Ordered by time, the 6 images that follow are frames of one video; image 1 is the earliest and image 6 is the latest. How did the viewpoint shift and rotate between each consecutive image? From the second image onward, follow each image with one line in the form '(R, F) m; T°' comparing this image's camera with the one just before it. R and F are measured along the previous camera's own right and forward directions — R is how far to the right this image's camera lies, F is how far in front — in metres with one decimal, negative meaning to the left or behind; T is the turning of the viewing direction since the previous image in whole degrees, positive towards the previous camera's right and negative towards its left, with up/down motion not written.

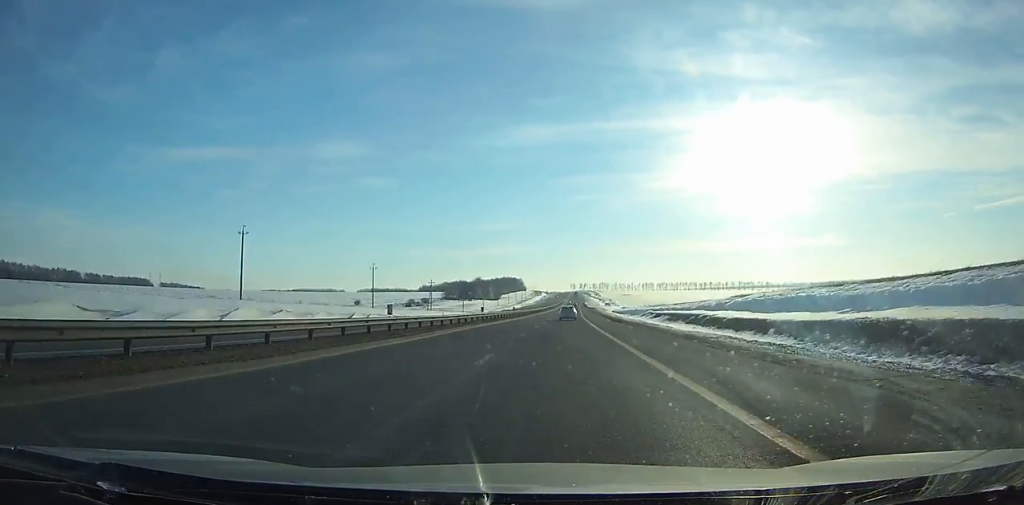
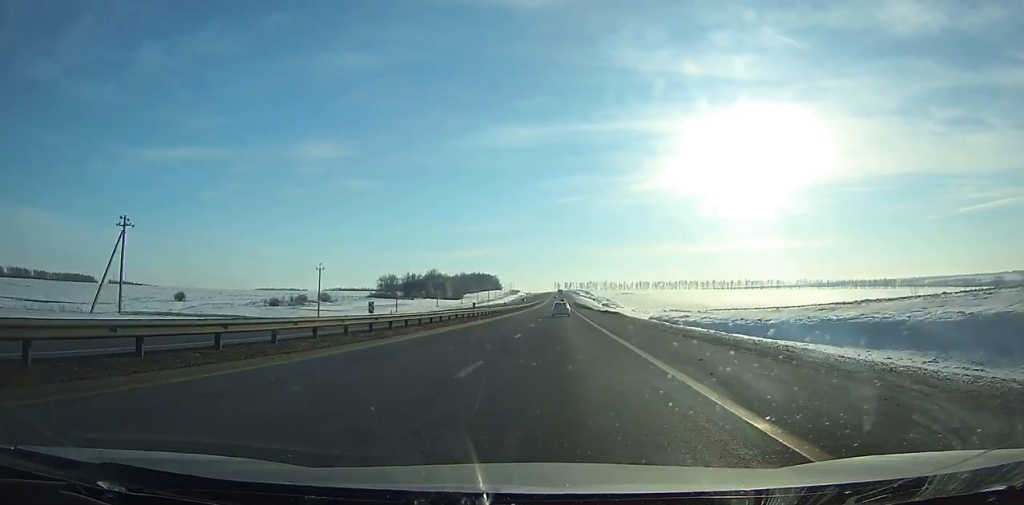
(+2.0, +121.6) m; +1°
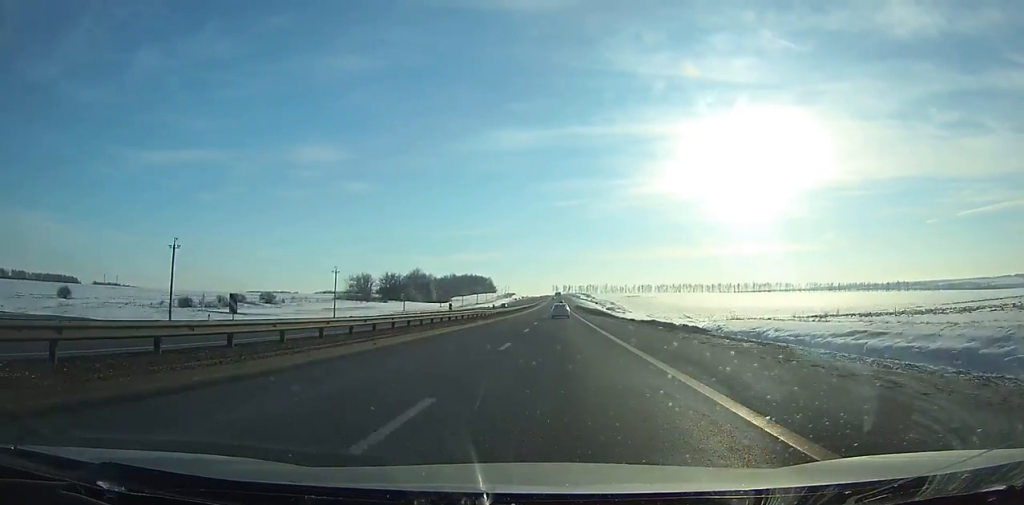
(+0.1, +41.3) m; 0°
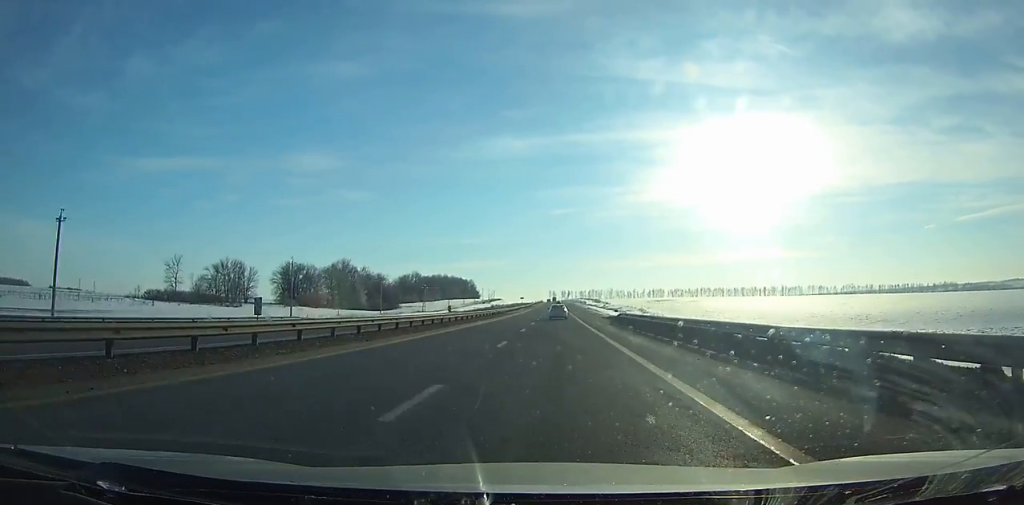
(+0.1, +116.4) m; 0°
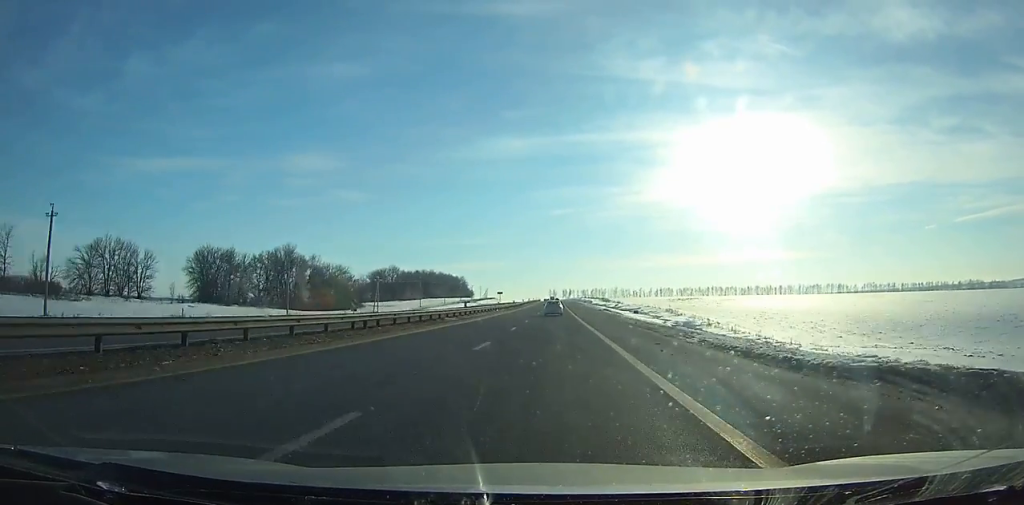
(+0.2, +49.9) m; 0°
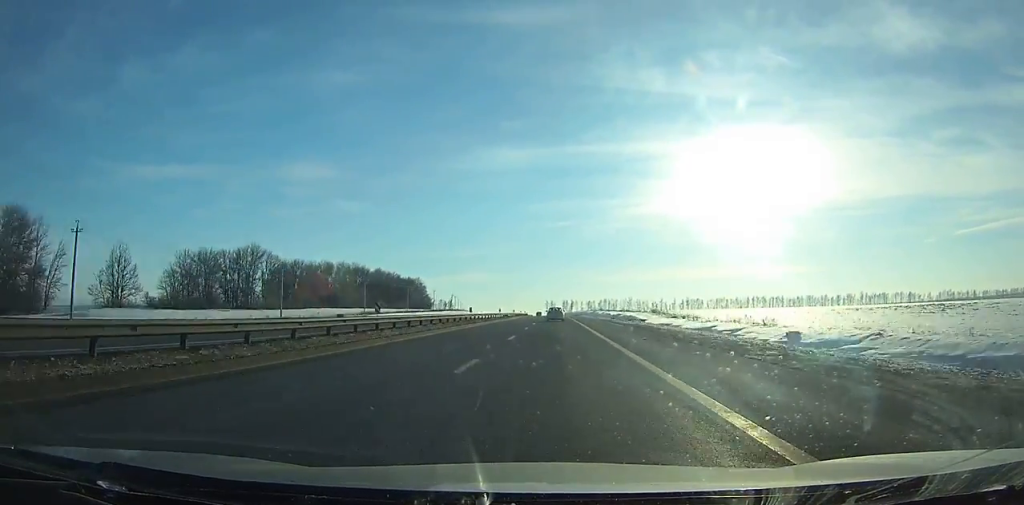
(-0.6, +147.3) m; 0°
